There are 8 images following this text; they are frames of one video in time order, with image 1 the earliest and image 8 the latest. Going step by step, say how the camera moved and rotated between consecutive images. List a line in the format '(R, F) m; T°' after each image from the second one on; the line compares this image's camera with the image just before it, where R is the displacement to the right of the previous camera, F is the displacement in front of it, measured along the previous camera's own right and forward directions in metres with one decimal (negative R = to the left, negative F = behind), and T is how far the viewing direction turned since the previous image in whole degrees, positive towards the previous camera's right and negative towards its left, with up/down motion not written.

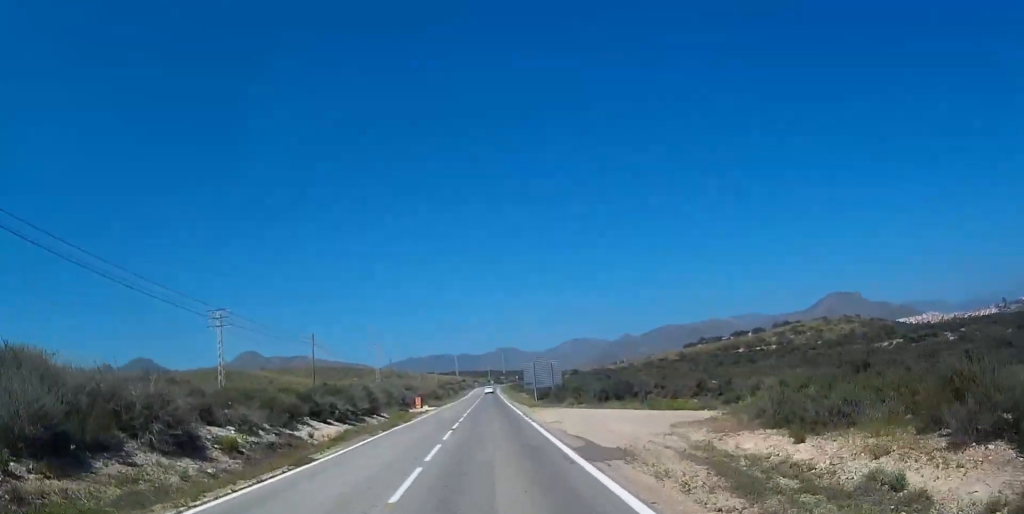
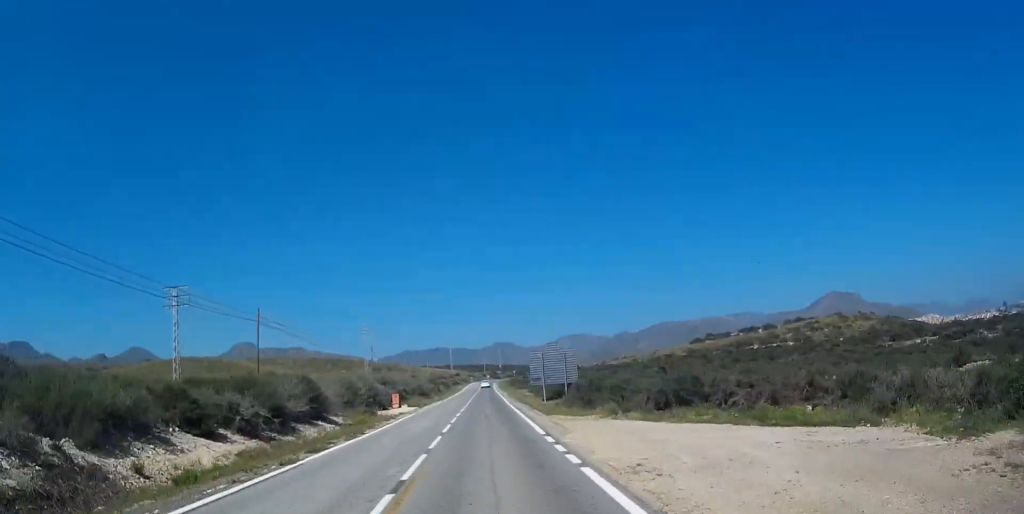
(0.0, +13.2) m; 0°
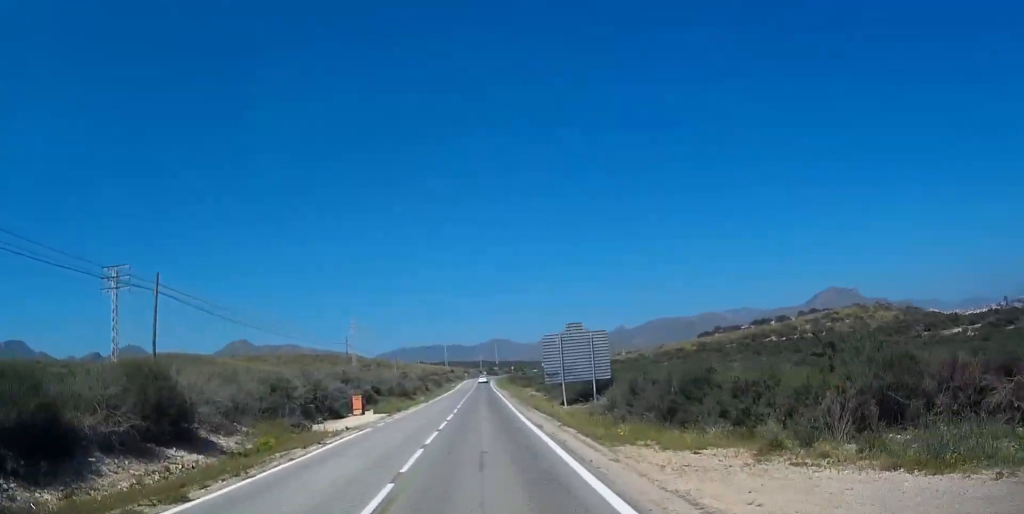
(0.0, +14.0) m; 0°
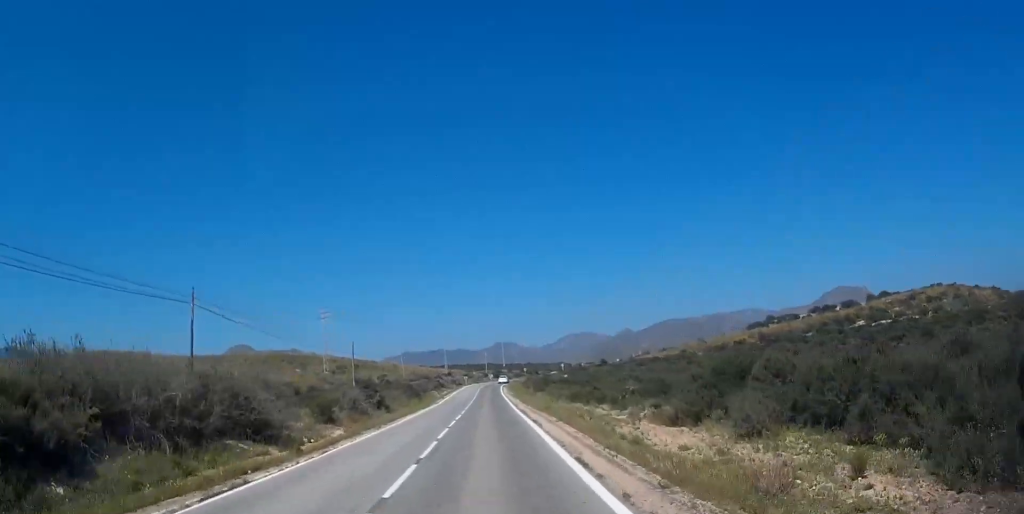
(+0.5, +41.1) m; 0°
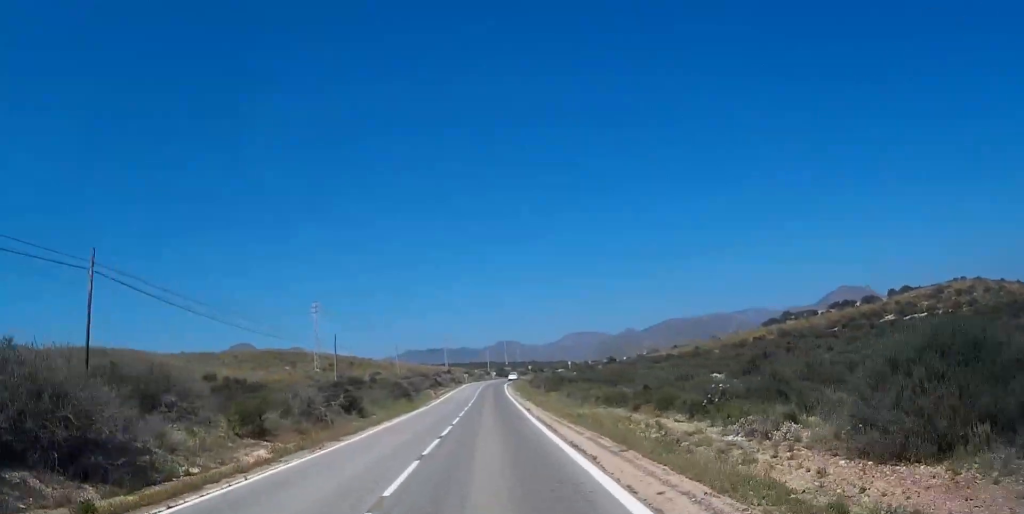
(-0.2, +10.1) m; 0°
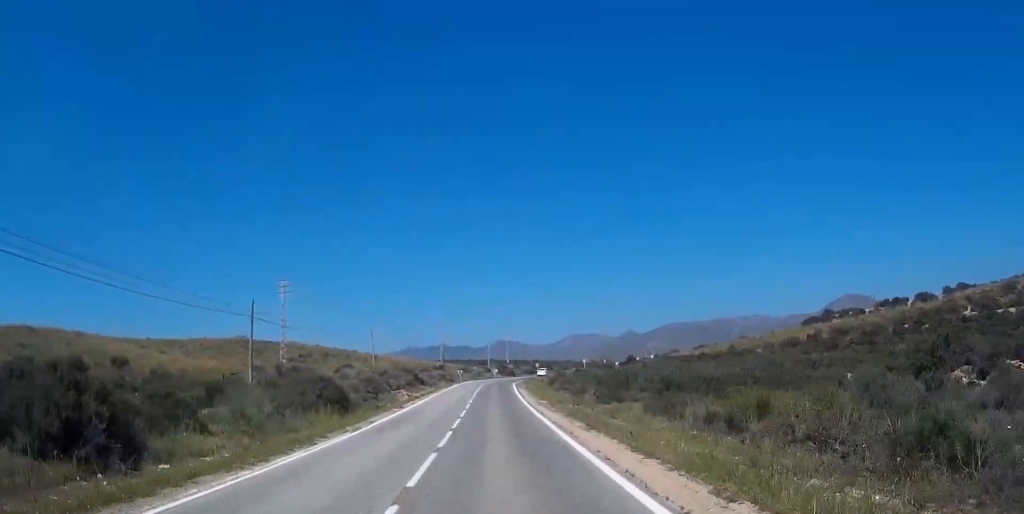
(-0.1, +24.6) m; 0°
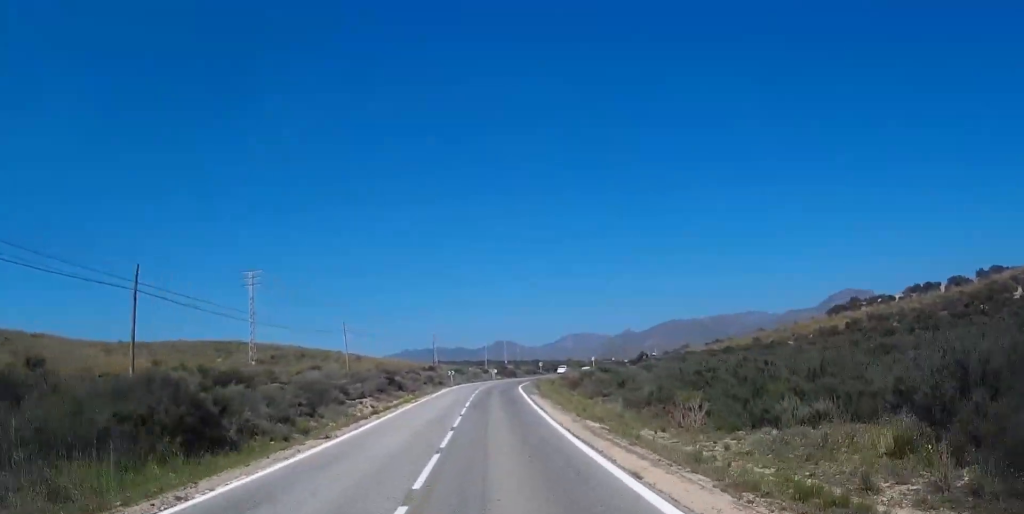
(0.0, +15.3) m; -1°
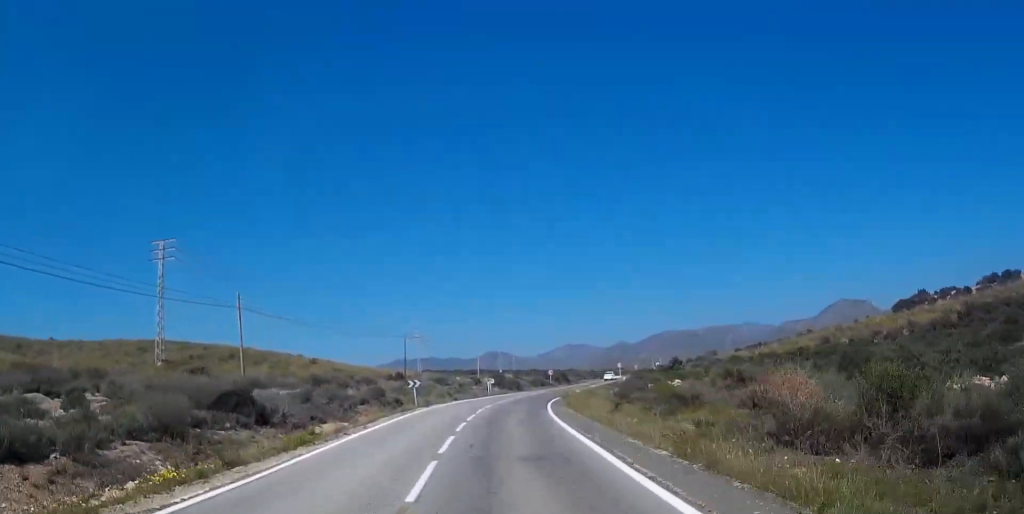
(-0.6, +31.3) m; -1°
